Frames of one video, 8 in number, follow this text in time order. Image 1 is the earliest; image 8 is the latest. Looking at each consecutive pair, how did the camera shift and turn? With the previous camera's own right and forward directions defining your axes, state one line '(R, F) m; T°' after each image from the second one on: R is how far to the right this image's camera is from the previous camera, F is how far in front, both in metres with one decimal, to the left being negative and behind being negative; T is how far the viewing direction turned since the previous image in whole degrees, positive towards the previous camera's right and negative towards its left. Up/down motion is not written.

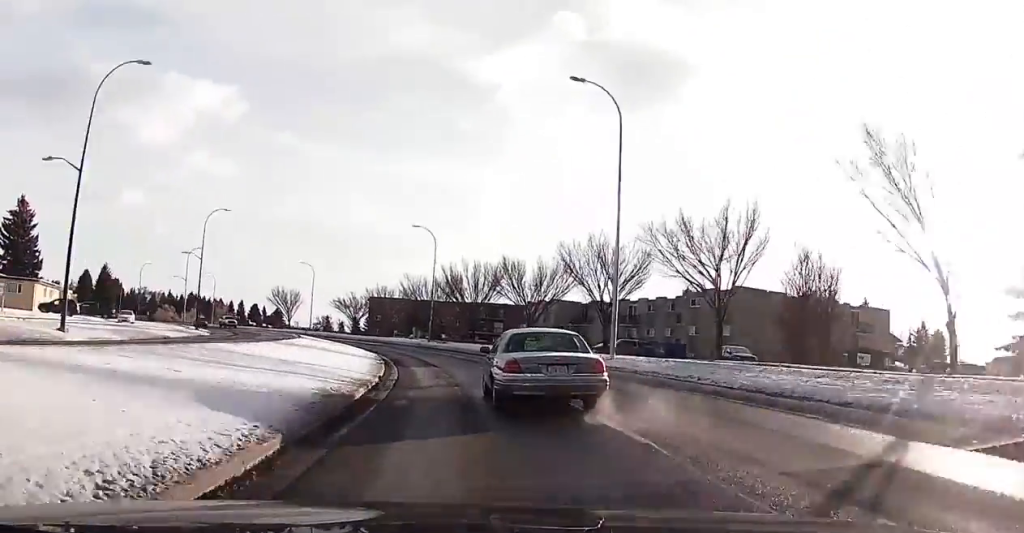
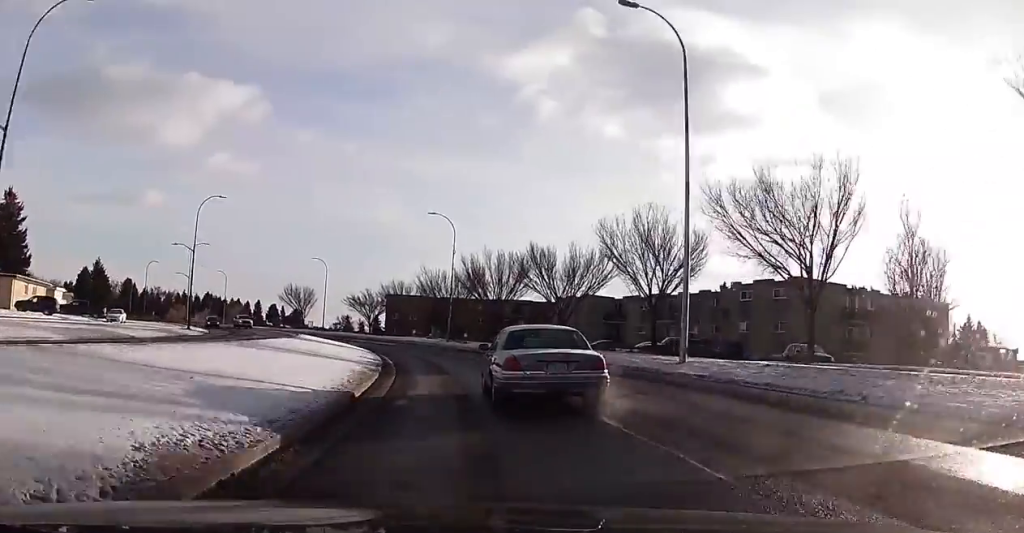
(-0.3, +7.5) m; -3°
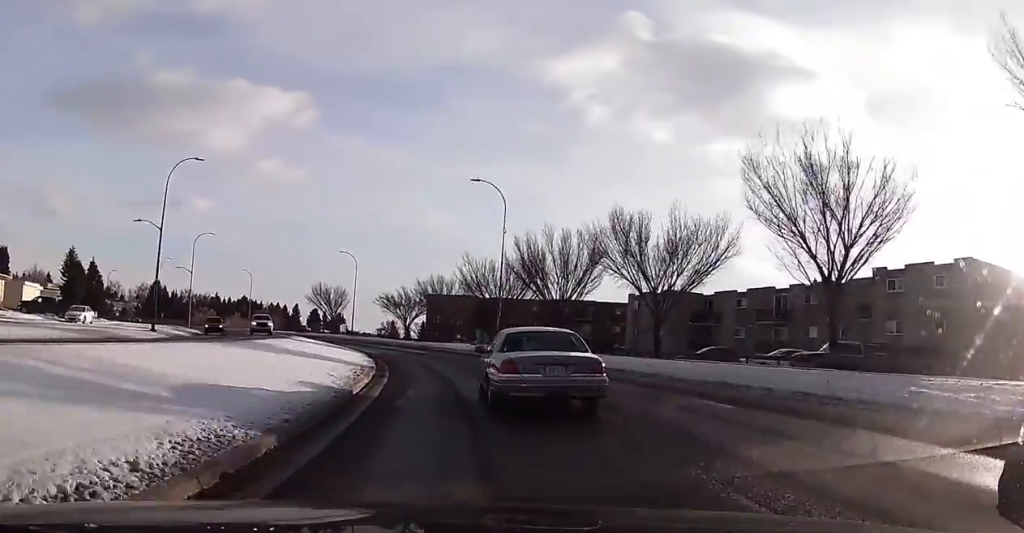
(-0.6, +16.4) m; -4°
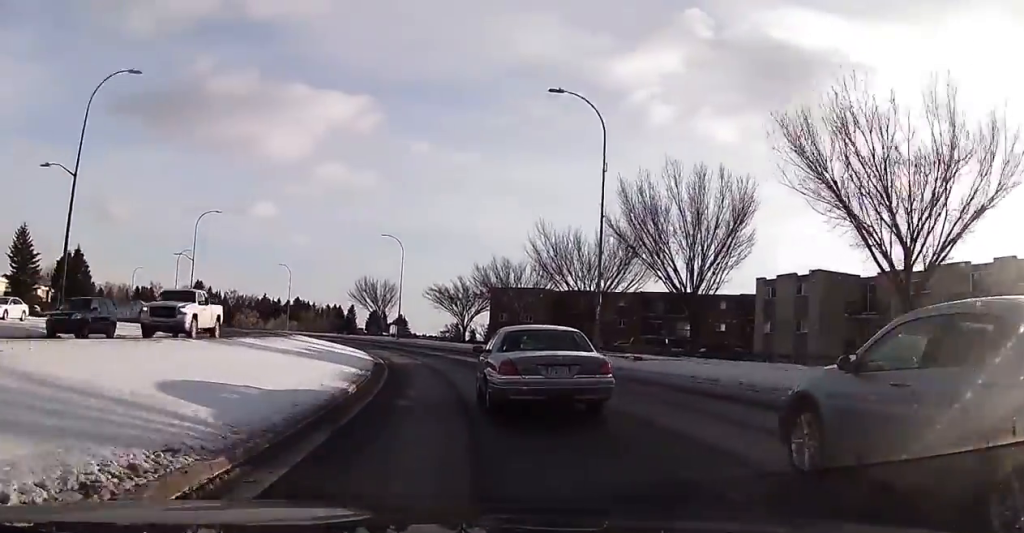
(-0.7, +18.8) m; -5°
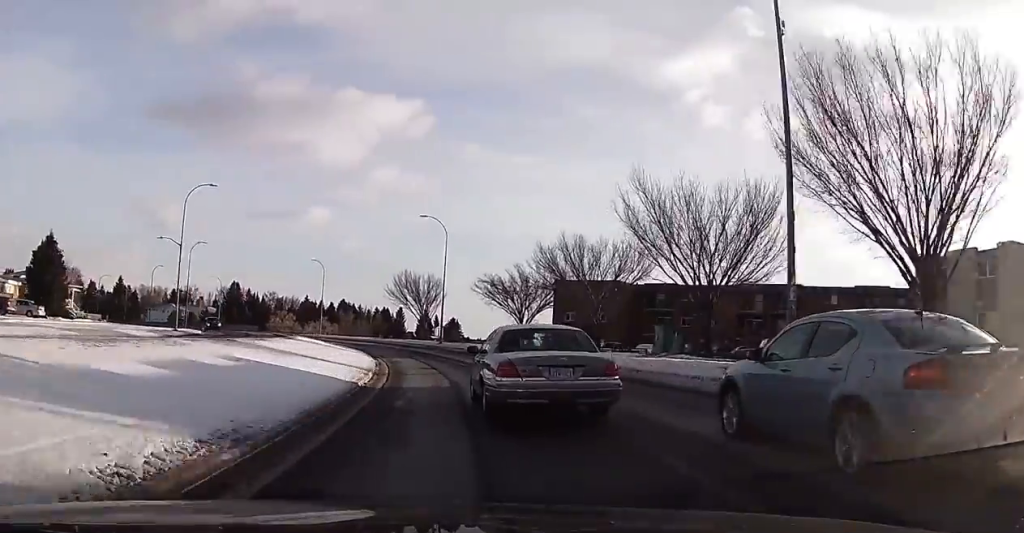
(-0.8, +15.5) m; -5°
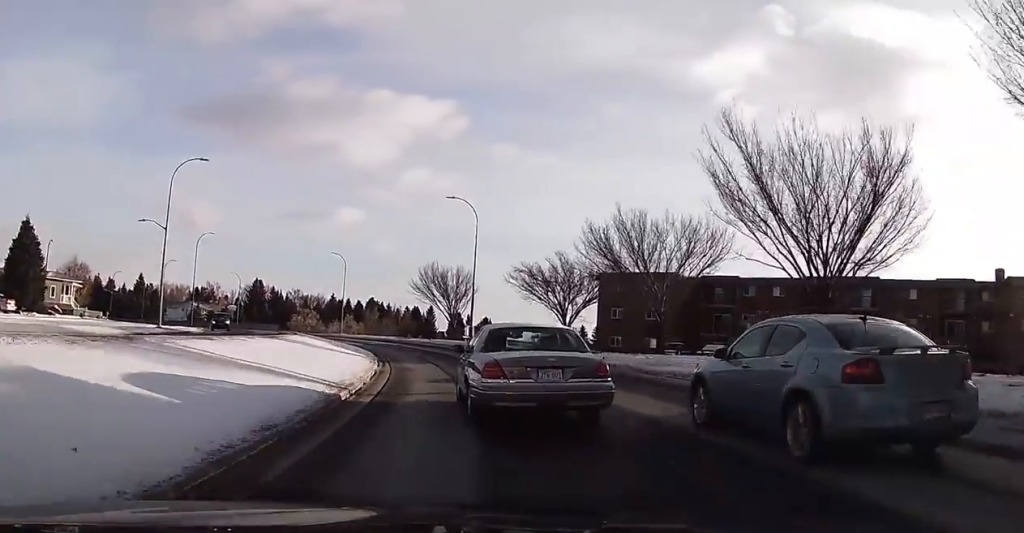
(-0.2, +8.8) m; -2°
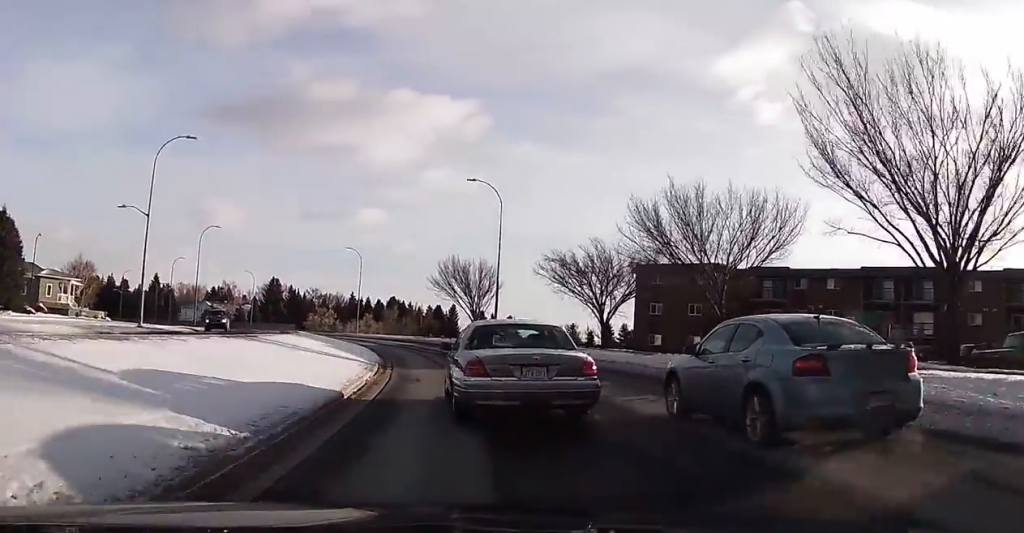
(-0.1, +6.2) m; -1°
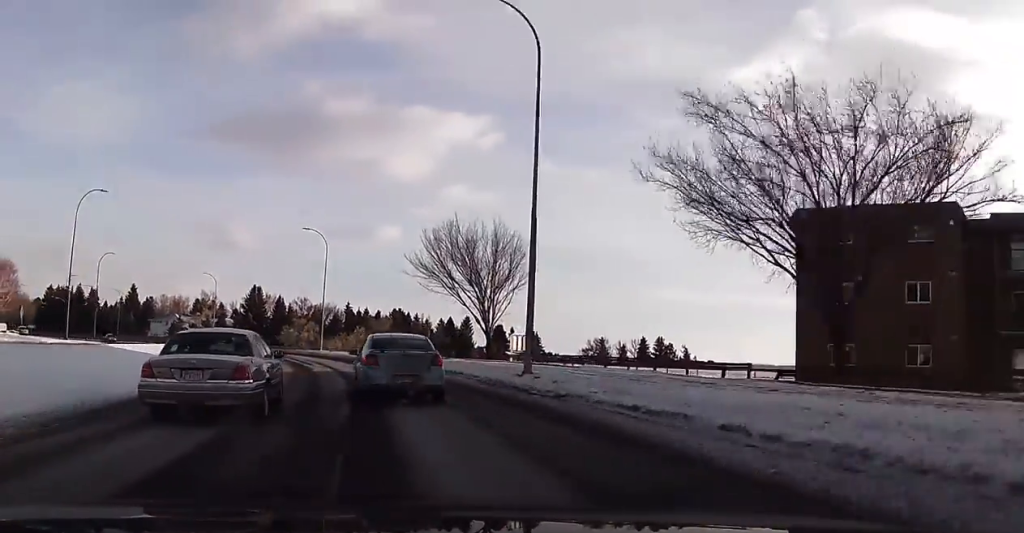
(-1.2, +31.3) m; -6°
